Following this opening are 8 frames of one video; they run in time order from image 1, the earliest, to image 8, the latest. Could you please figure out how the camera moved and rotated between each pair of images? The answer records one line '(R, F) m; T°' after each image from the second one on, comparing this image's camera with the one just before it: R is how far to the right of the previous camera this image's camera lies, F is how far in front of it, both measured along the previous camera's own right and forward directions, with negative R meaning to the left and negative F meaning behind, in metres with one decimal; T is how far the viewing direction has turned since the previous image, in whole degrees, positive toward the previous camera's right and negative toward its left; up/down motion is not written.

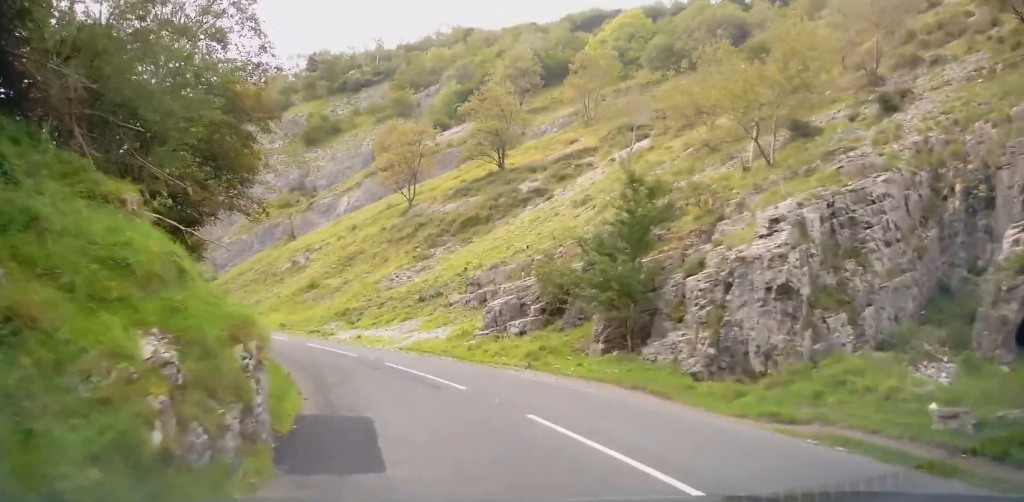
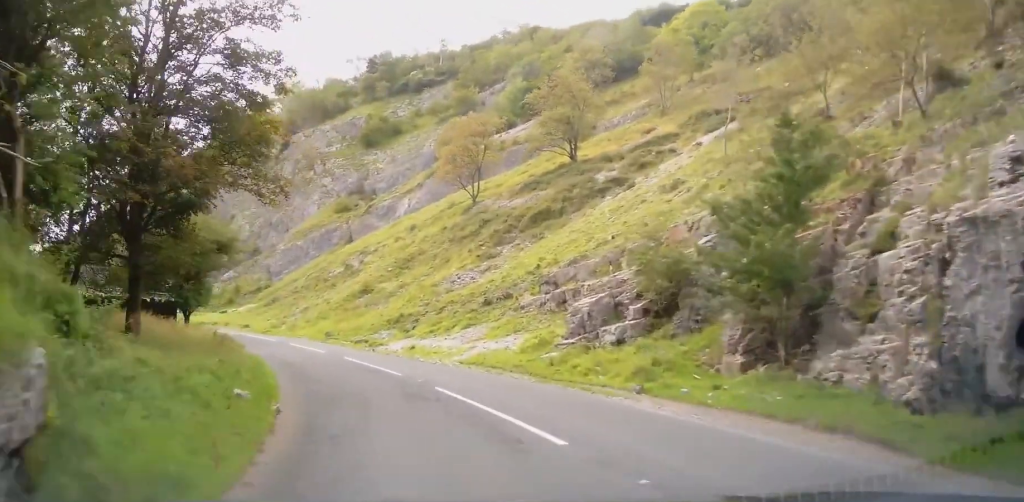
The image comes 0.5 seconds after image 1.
(-0.4, +5.0) m; -6°
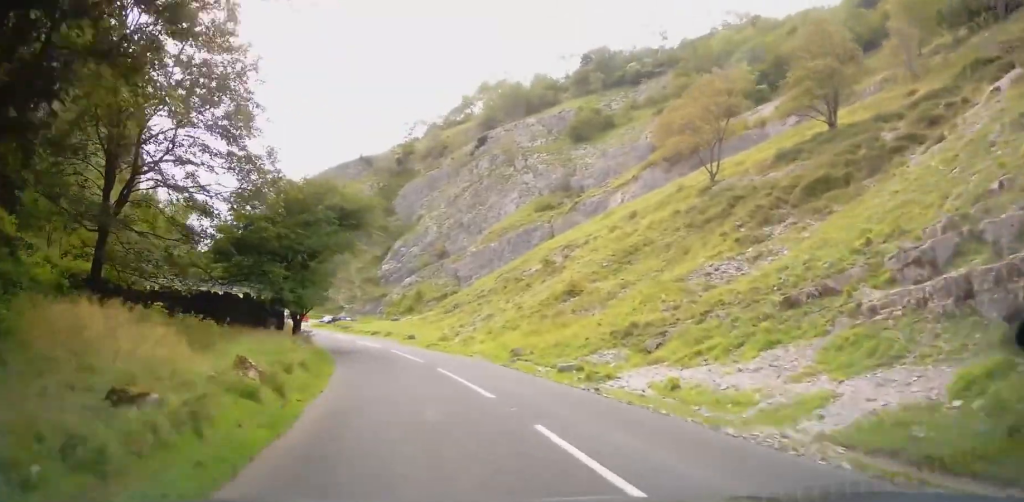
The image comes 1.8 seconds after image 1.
(-1.8, +12.1) m; -17°
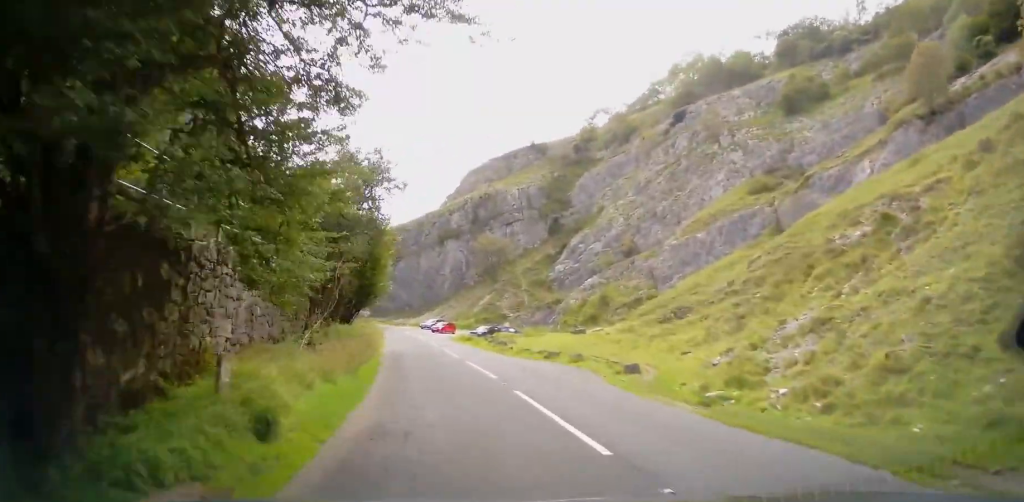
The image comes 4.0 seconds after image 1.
(-4.2, +21.9) m; -15°
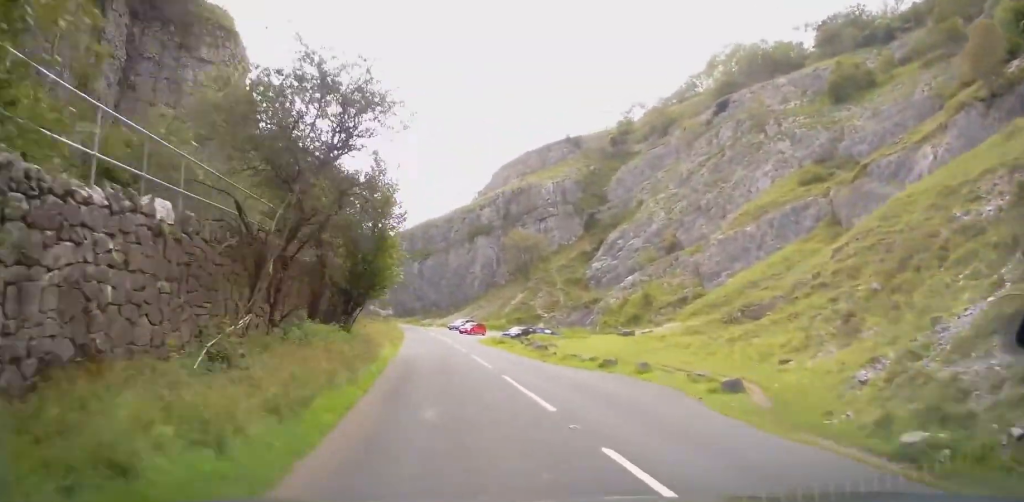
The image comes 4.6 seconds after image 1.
(0.0, +5.9) m; -2°
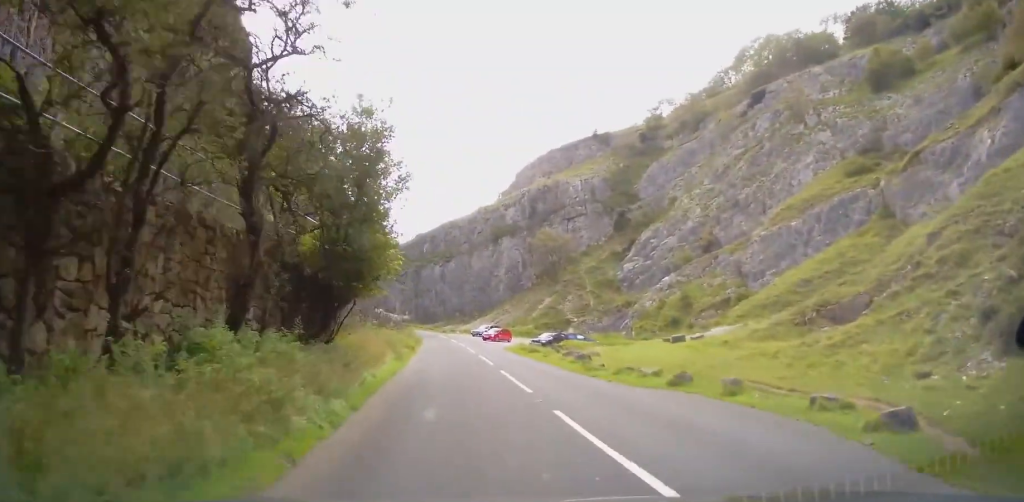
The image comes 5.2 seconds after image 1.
(+0.1, +5.9) m; -2°
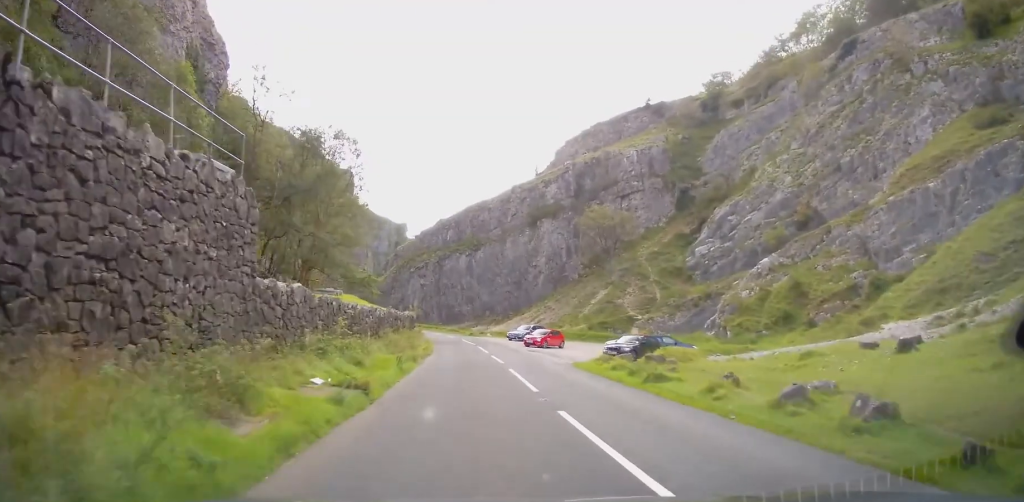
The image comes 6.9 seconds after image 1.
(-0.8, +18.8) m; -2°
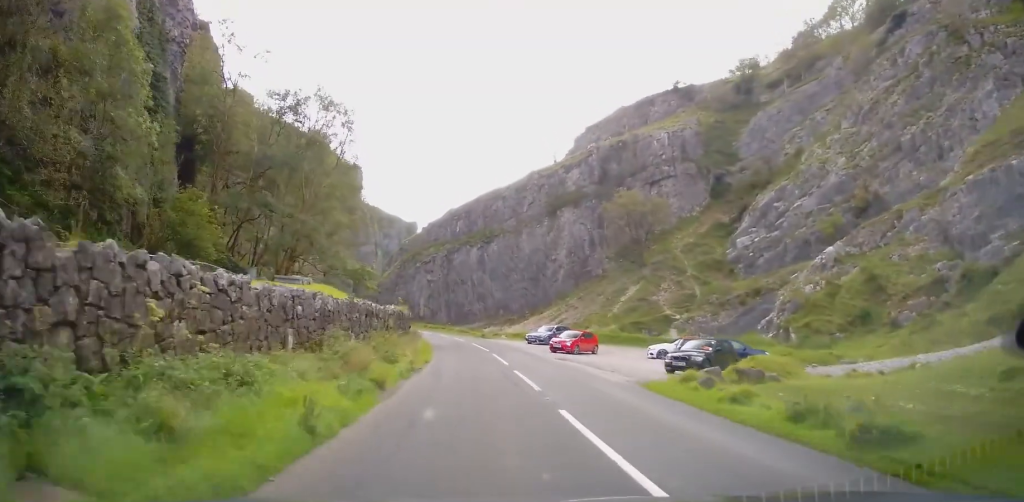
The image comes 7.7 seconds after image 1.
(0.0, +8.9) m; 0°
